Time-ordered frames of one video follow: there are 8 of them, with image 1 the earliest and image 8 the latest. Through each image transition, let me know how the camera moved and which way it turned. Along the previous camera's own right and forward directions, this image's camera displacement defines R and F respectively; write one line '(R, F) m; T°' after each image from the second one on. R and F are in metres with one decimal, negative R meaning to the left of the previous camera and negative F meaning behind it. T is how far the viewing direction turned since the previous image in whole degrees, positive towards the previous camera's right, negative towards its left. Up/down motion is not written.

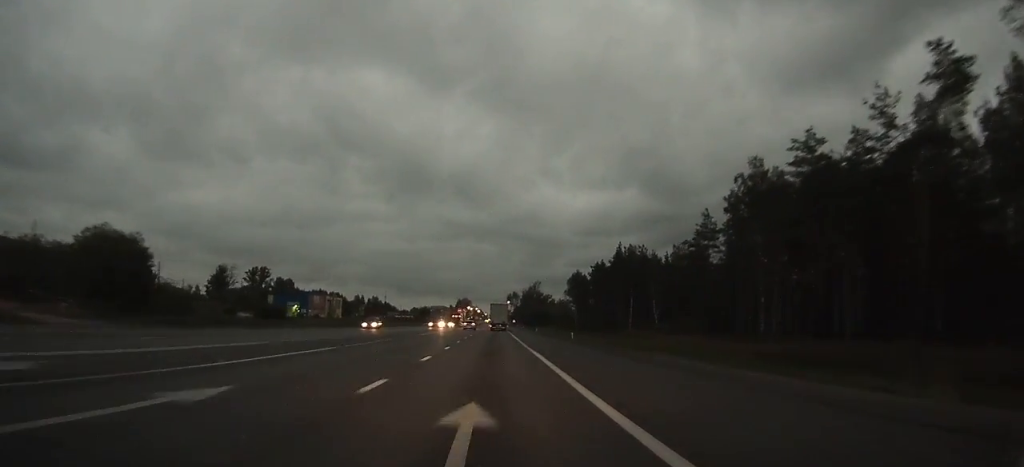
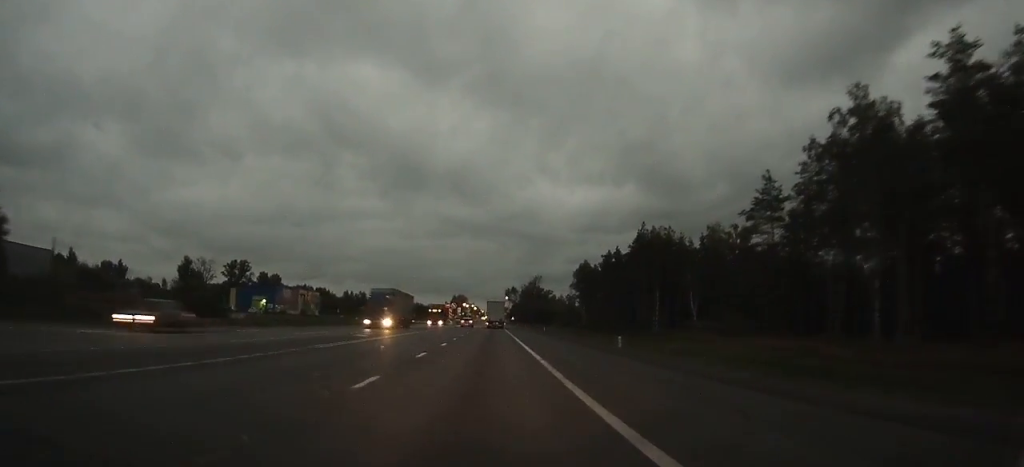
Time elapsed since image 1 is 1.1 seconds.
(0.0, +24.4) m; 0°
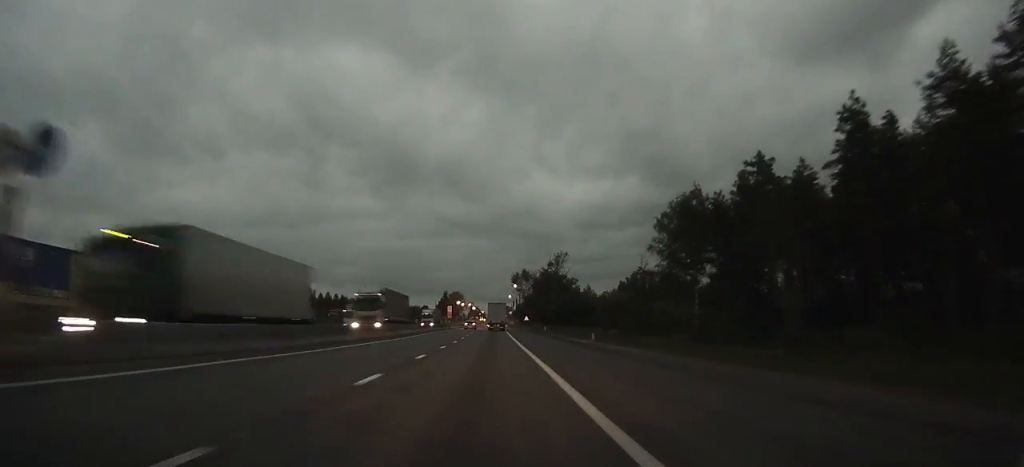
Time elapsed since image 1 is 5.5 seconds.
(+0.2, +97.1) m; 0°
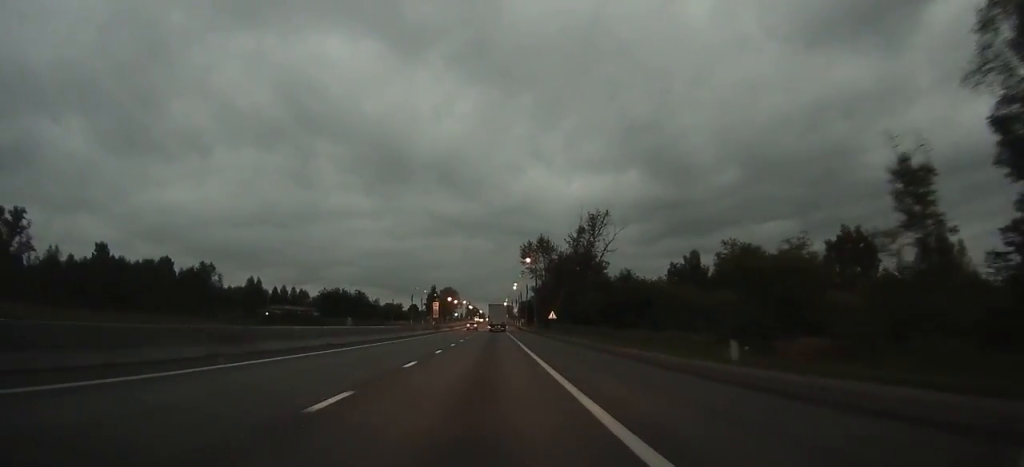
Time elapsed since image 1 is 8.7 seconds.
(+0.1, +68.1) m; 0°
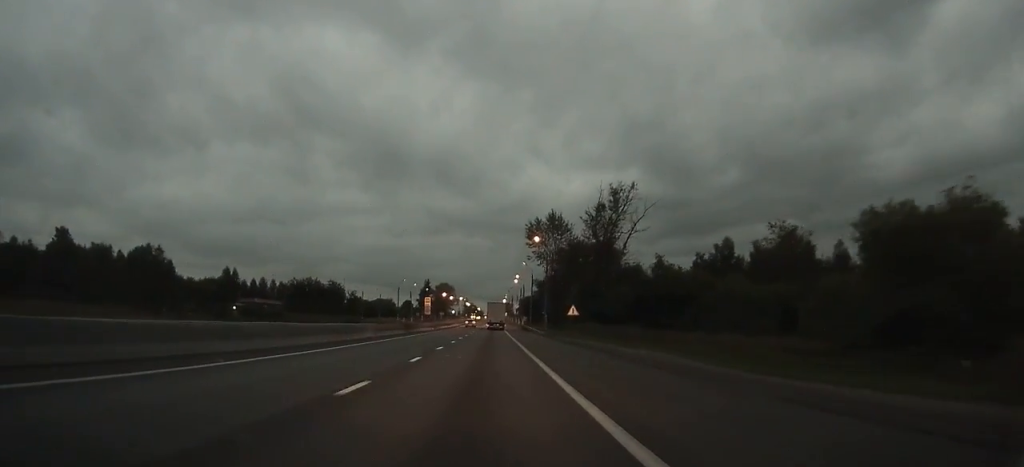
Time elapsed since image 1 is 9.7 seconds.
(0.0, +22.5) m; 0°
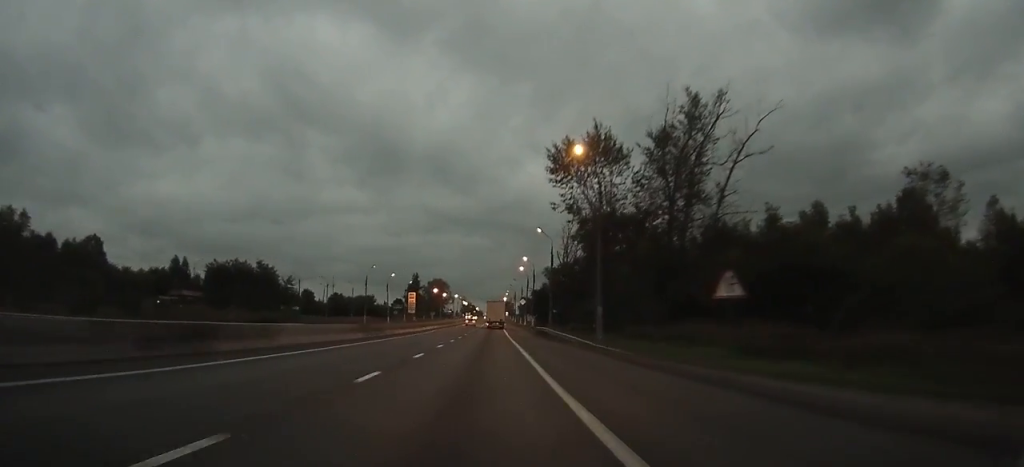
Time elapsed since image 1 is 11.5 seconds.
(+0.1, +37.9) m; 0°
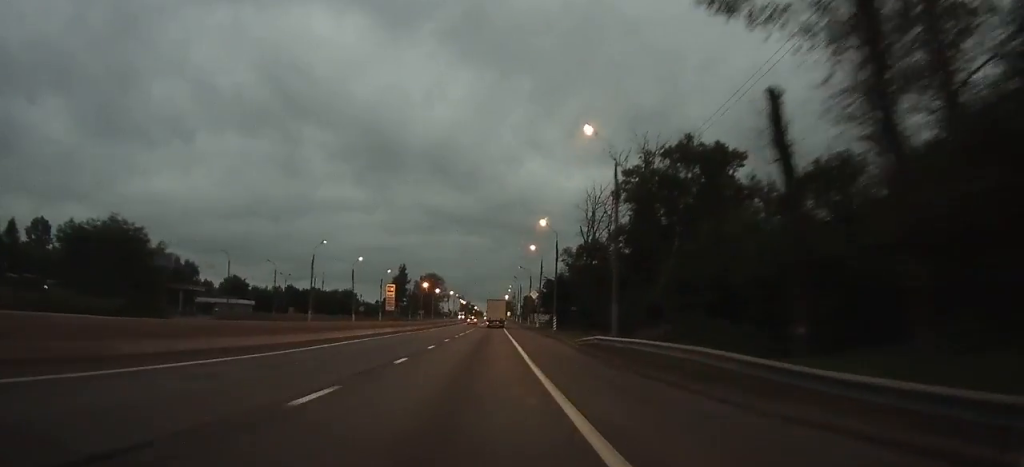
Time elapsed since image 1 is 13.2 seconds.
(+0.1, +35.1) m; 0°
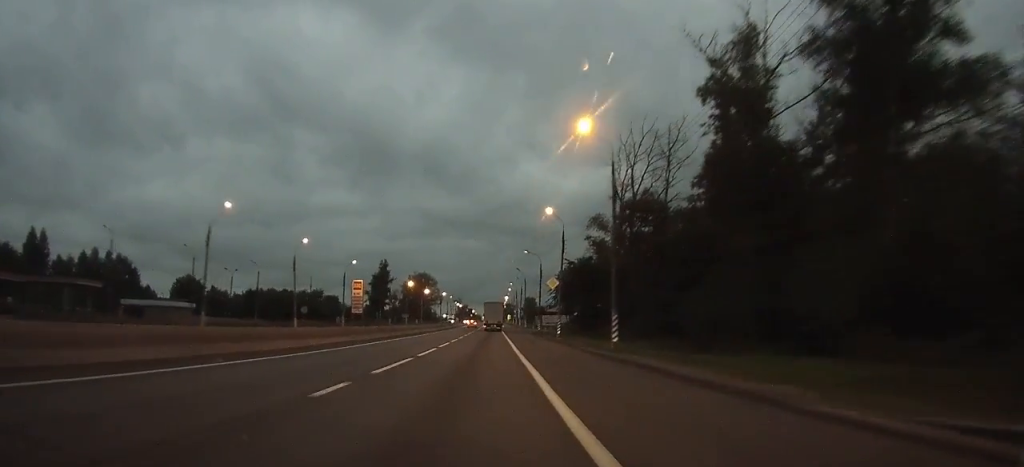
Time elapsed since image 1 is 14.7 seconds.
(0.0, +30.8) m; 0°
